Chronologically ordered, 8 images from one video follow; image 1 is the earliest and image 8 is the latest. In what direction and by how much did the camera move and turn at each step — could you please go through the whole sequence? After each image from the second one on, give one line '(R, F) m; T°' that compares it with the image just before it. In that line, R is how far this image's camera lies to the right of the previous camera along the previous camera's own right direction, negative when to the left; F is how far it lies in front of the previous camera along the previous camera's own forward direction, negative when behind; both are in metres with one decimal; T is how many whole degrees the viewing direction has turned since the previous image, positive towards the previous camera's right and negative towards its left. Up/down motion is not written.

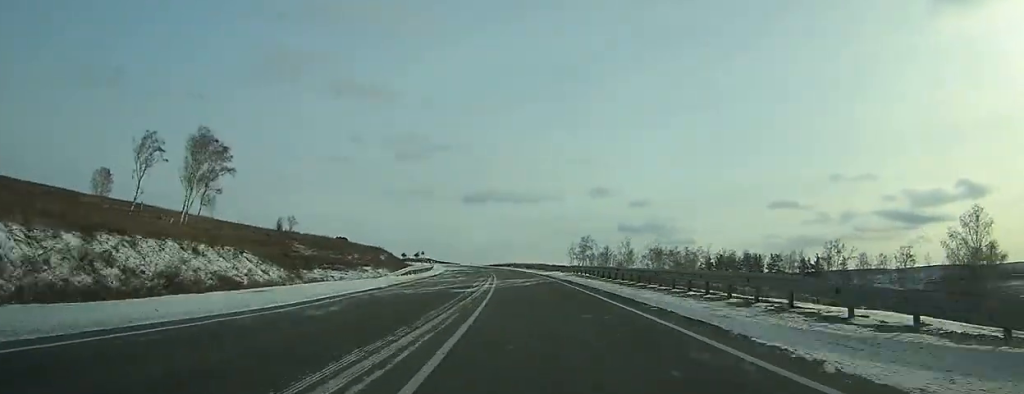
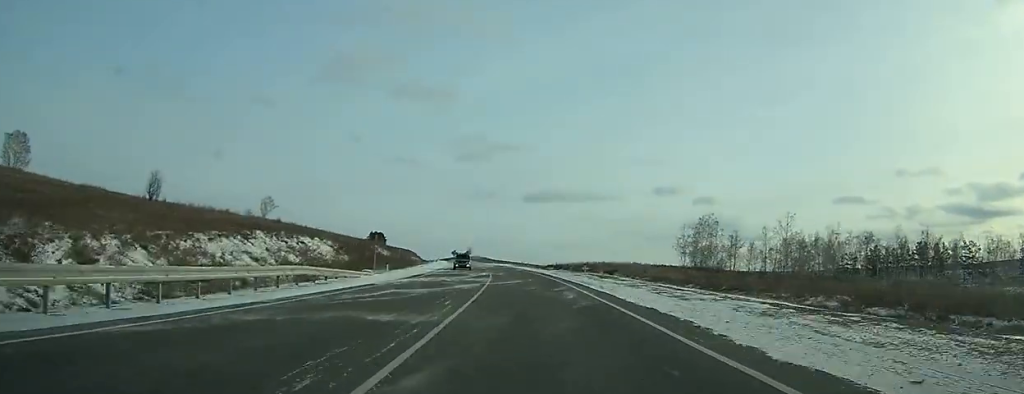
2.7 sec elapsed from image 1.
(-4.9, +67.2) m; -8°
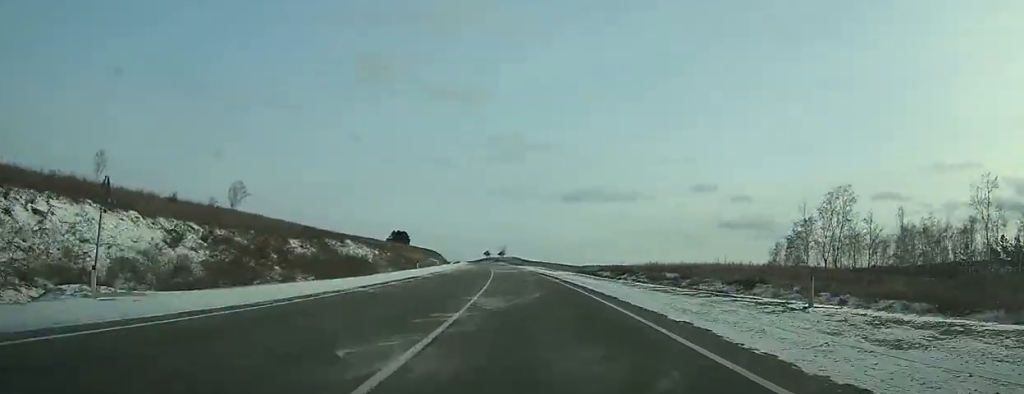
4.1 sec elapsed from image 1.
(-1.2, +35.6) m; -3°
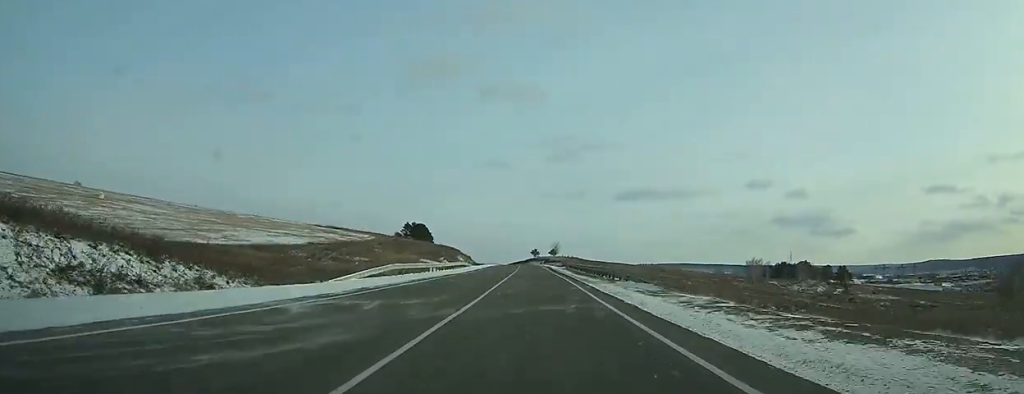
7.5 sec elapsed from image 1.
(-4.3, +88.5) m; -5°
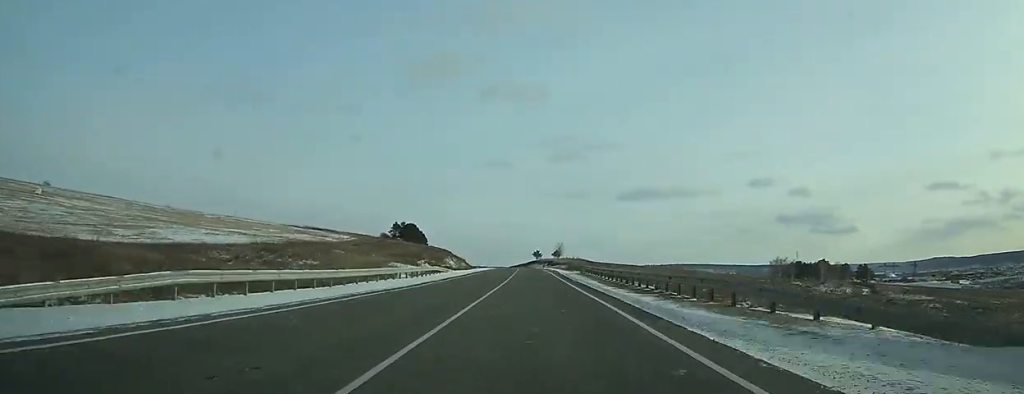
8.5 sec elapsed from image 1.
(-0.3, +22.6) m; -1°
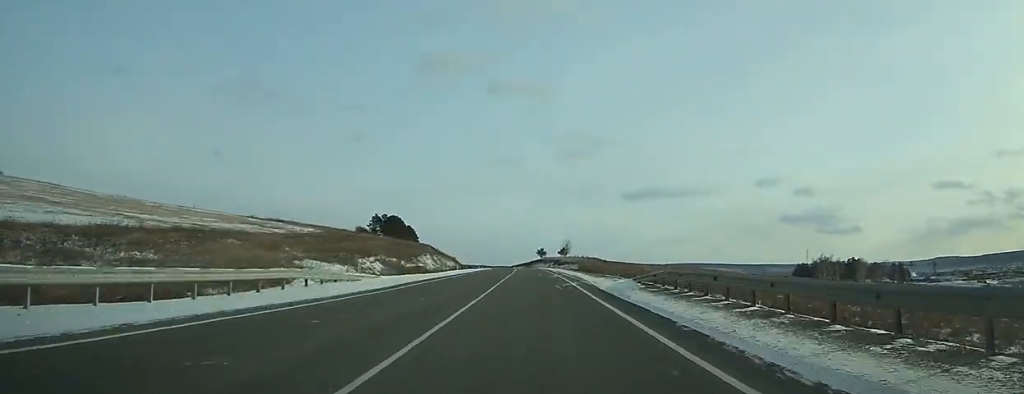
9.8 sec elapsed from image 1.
(-0.3, +31.8) m; -1°
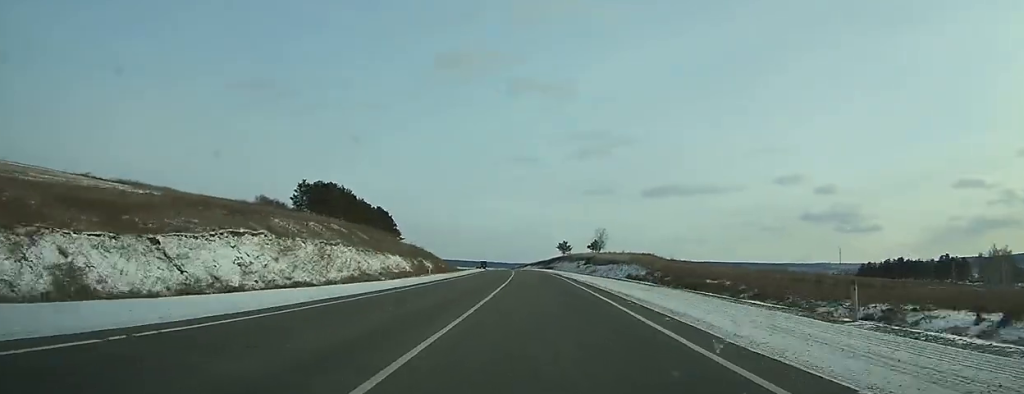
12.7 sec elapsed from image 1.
(-1.1, +67.8) m; -2°
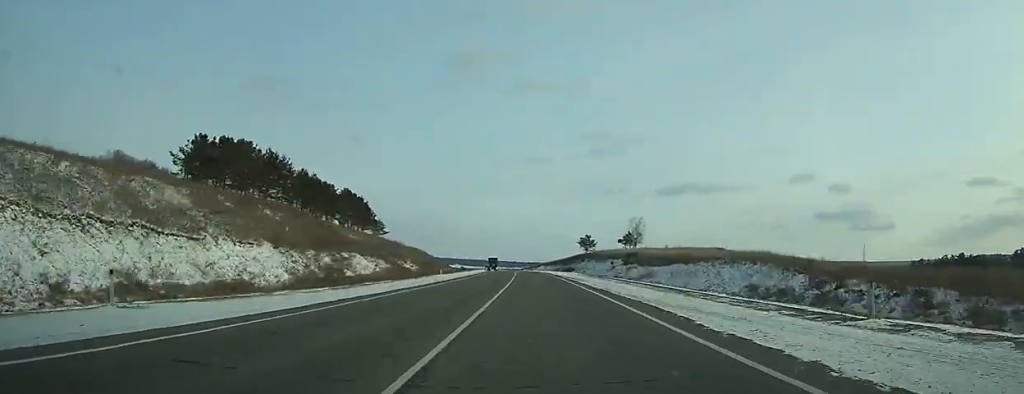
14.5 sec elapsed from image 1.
(-0.4, +42.4) m; -1°
